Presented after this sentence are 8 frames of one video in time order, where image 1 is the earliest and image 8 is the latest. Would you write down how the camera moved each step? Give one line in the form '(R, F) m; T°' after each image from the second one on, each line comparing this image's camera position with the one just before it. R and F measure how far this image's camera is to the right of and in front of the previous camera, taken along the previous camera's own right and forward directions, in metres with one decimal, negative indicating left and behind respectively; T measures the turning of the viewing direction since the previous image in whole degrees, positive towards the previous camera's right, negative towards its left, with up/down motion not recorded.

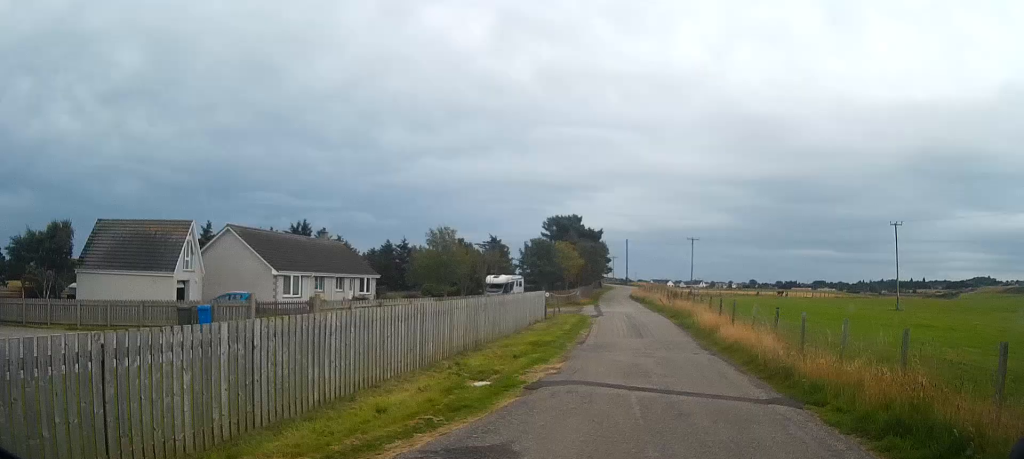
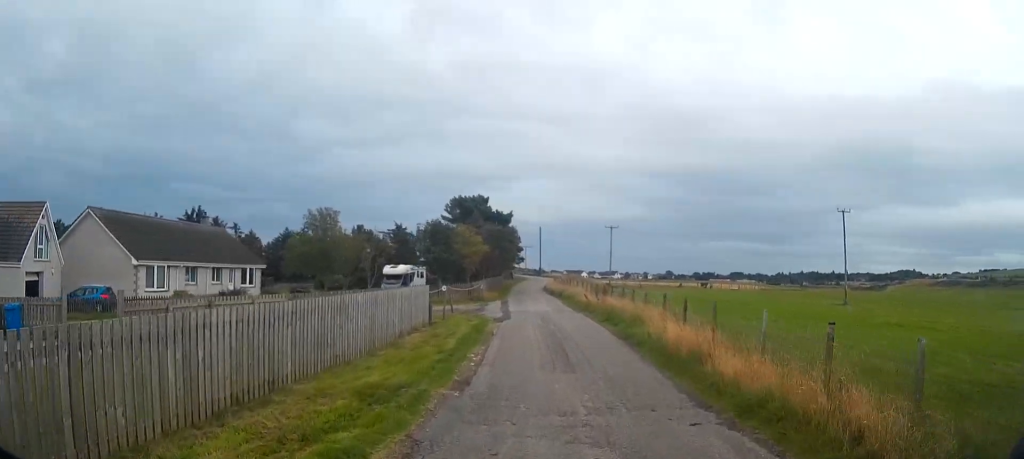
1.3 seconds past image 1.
(0.0, +7.1) m; +2°
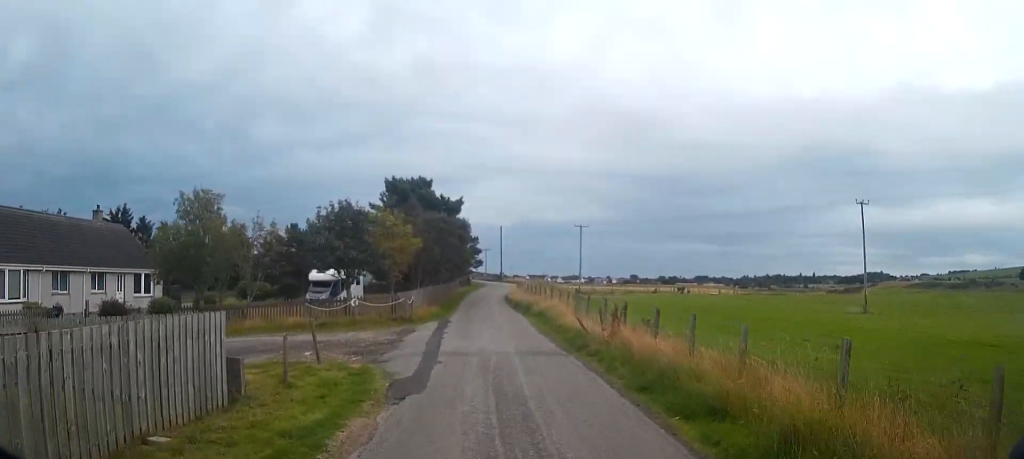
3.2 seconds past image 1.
(+0.3, +11.0) m; +2°
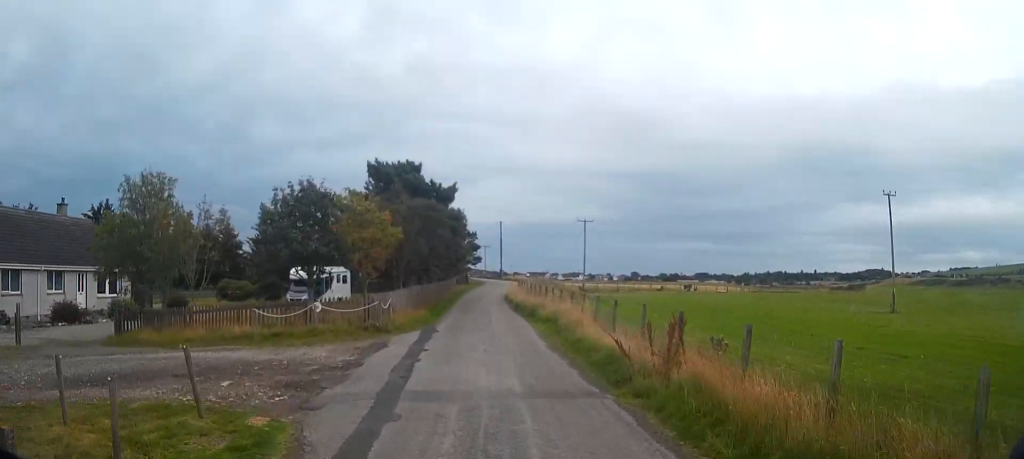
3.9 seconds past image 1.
(0.0, +4.4) m; 0°
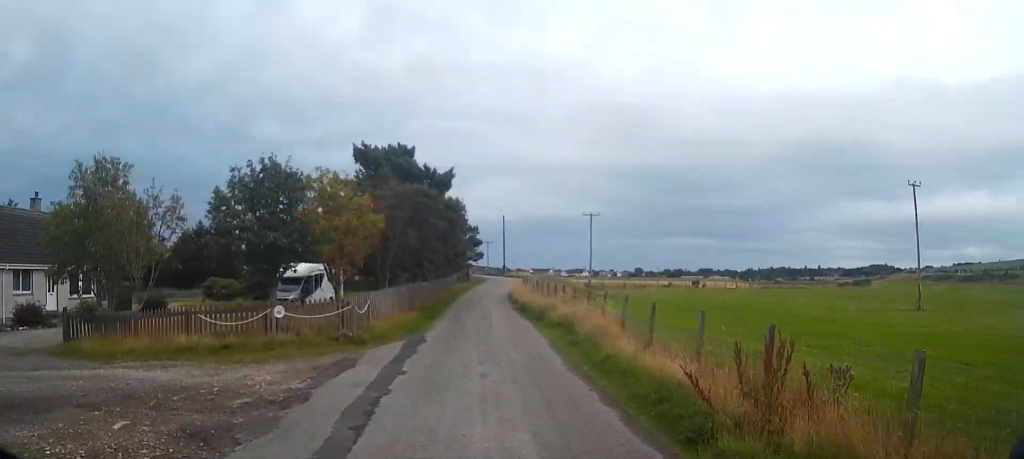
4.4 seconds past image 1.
(0.0, +3.3) m; 0°
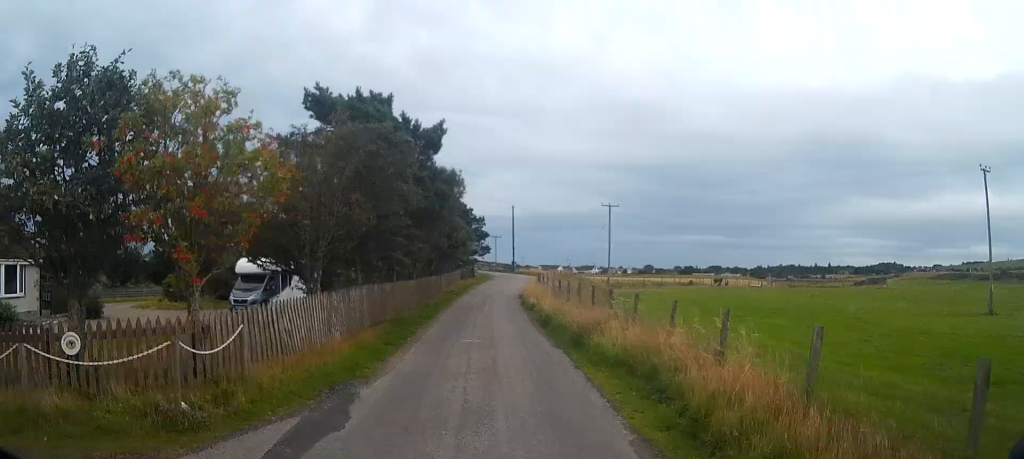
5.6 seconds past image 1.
(0.0, +7.9) m; 0°
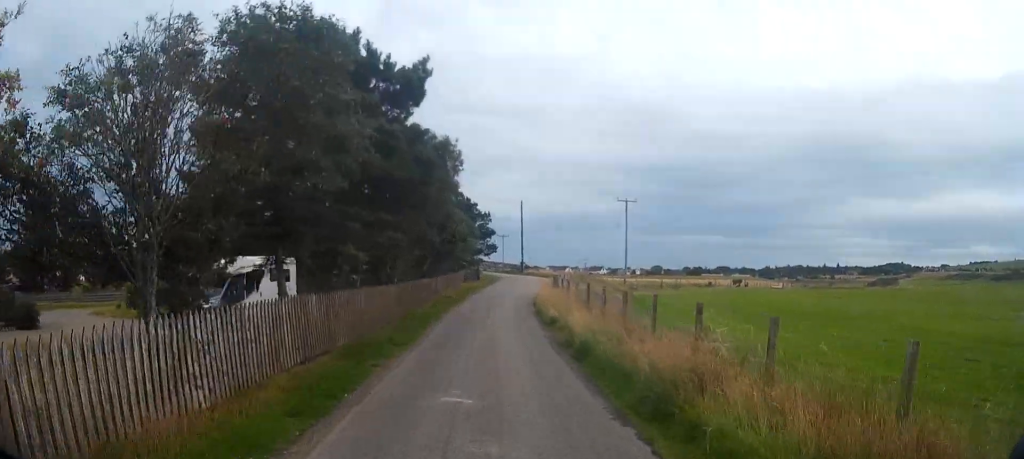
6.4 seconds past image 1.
(0.0, +6.0) m; 0°
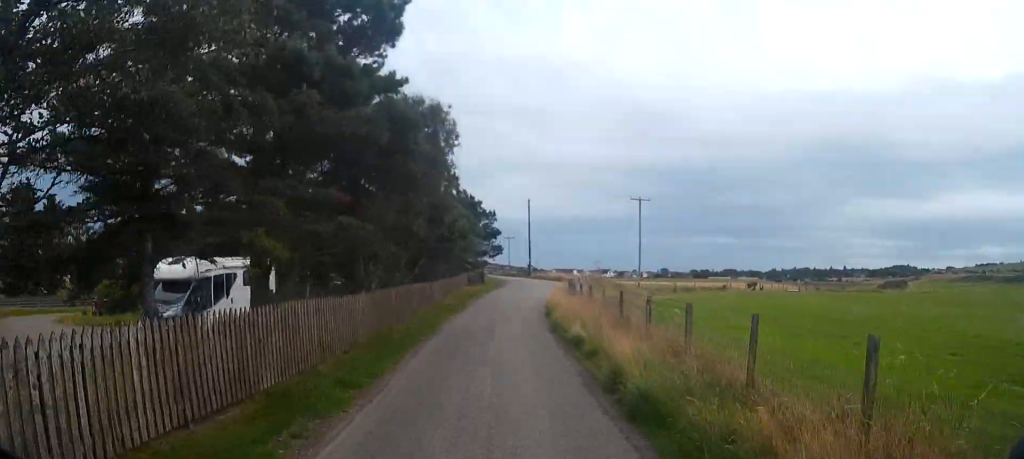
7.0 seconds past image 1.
(0.0, +4.2) m; -1°
